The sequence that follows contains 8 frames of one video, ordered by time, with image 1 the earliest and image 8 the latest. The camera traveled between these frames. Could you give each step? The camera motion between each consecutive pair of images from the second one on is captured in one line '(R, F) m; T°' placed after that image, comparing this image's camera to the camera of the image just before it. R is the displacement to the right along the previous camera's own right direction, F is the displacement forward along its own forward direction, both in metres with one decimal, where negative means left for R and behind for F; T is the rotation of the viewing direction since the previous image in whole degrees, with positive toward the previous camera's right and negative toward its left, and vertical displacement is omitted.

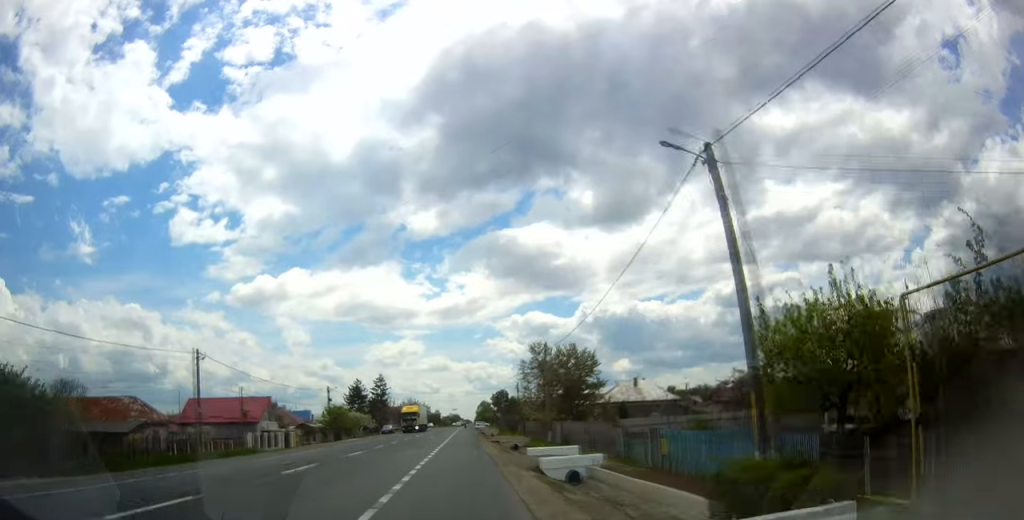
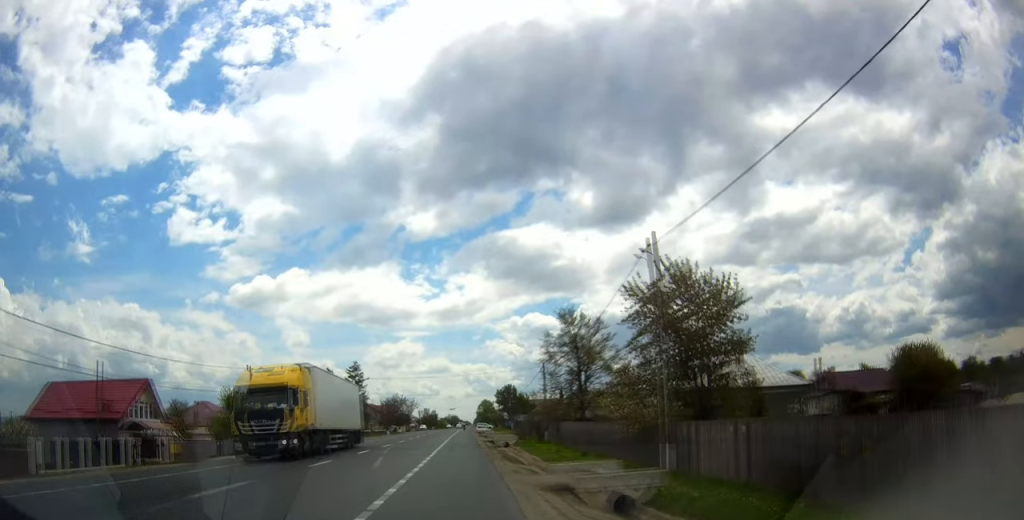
(+0.2, +30.0) m; +1°
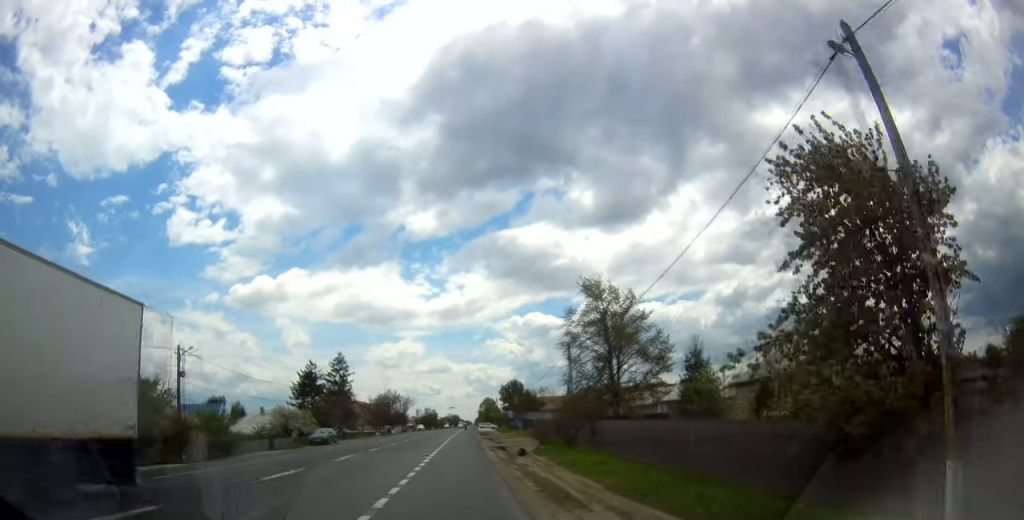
(0.0, +13.5) m; 0°
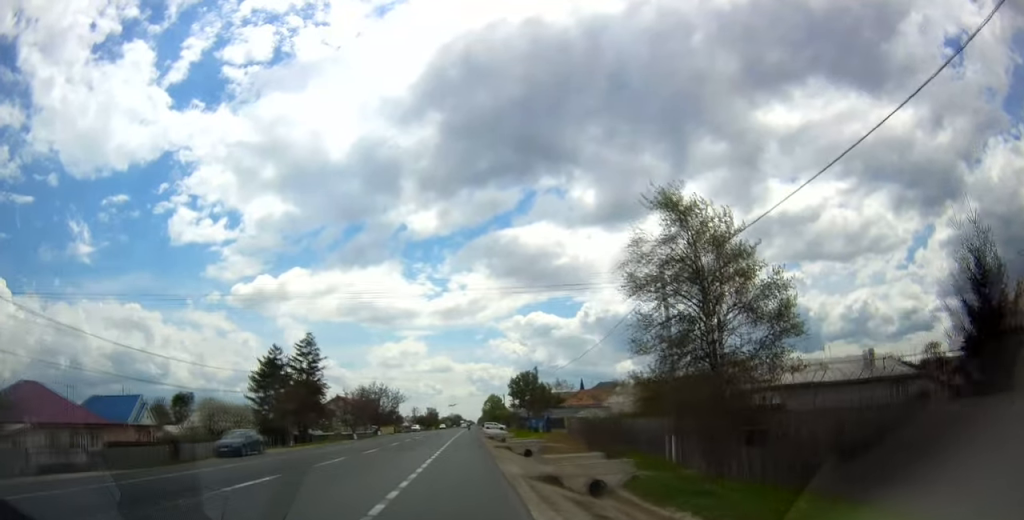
(-0.1, +20.3) m; 0°
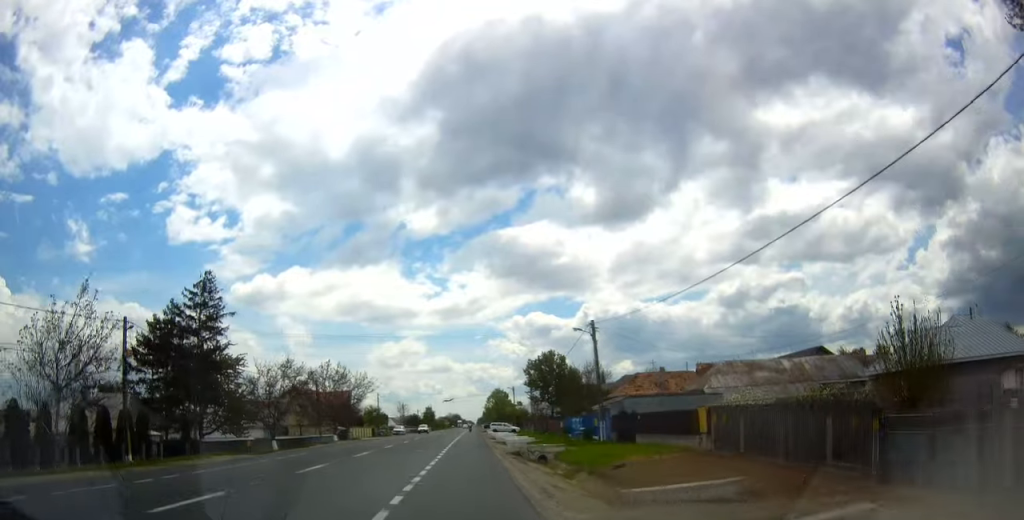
(-0.2, +30.2) m; 0°
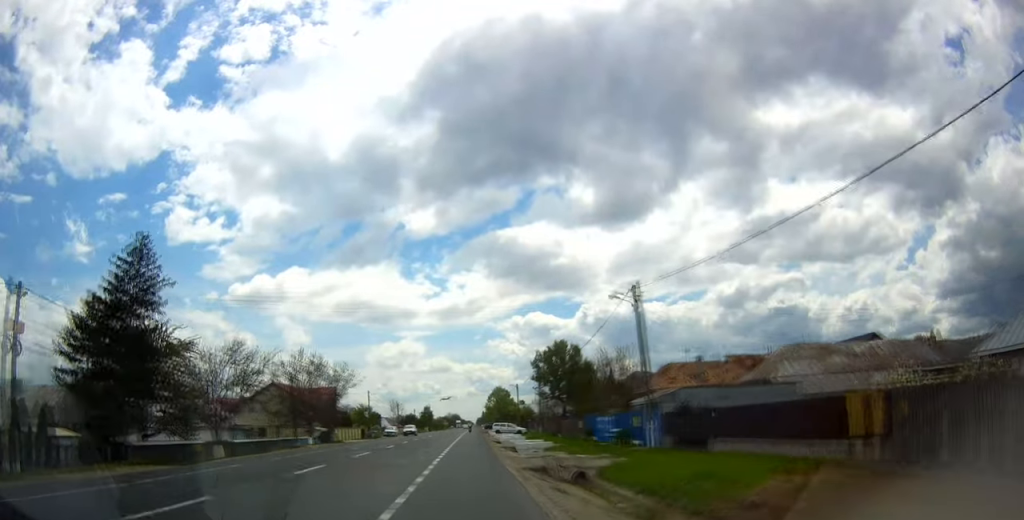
(+0.1, +9.7) m; 0°
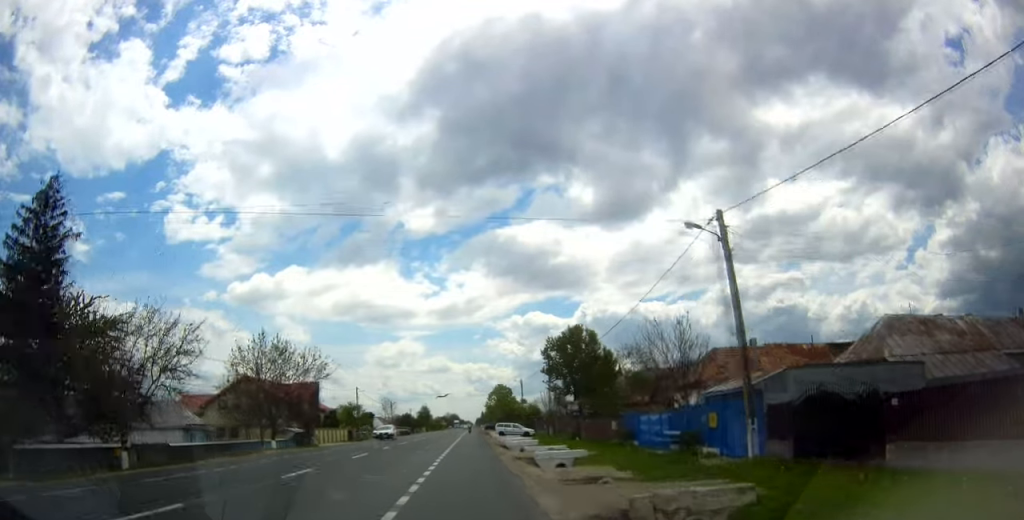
(+0.1, +9.7) m; 0°
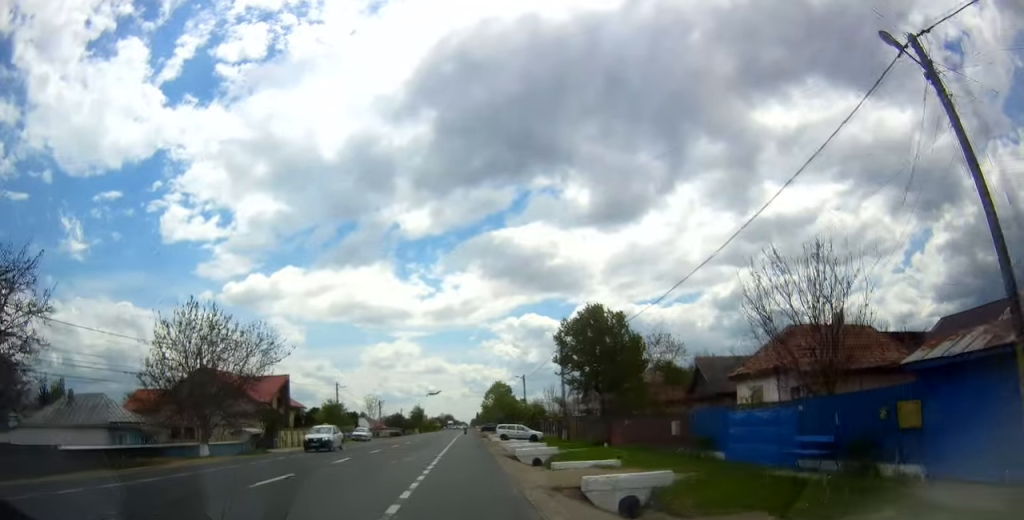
(-0.1, +11.0) m; 0°
